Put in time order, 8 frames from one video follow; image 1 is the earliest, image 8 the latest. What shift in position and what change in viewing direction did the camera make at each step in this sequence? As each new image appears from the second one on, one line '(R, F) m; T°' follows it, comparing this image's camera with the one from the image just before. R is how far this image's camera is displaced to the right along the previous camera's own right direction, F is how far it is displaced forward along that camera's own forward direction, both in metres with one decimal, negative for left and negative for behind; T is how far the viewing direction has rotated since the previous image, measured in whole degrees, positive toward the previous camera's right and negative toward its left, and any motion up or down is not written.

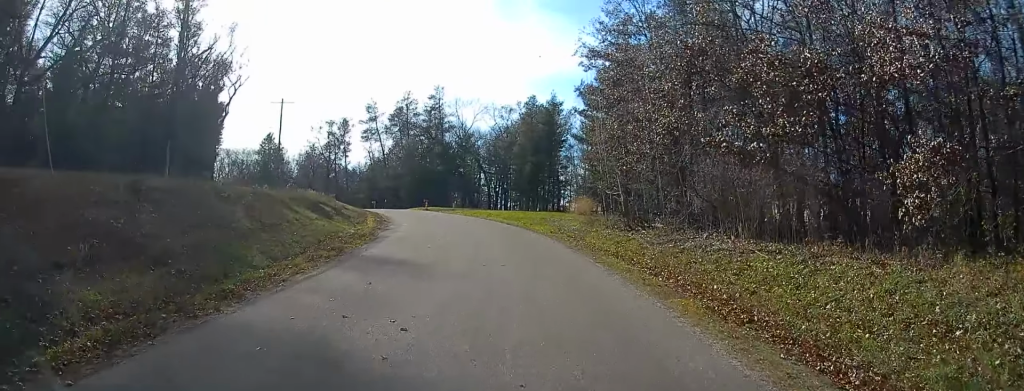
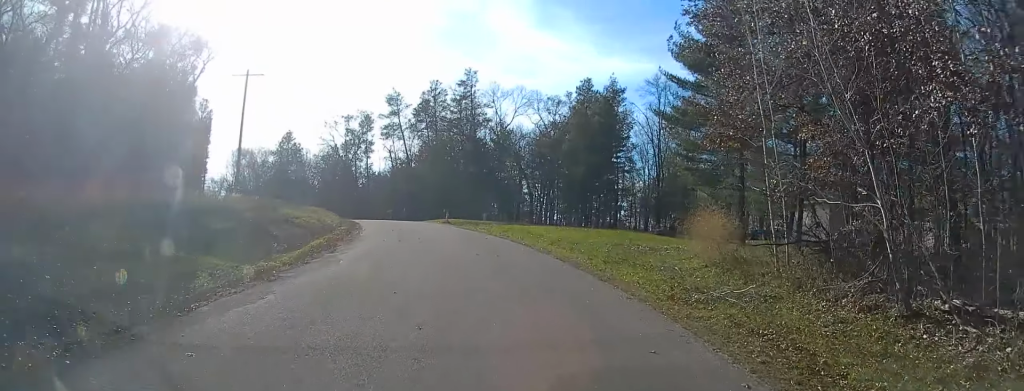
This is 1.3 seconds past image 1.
(-0.9, +17.9) m; -4°
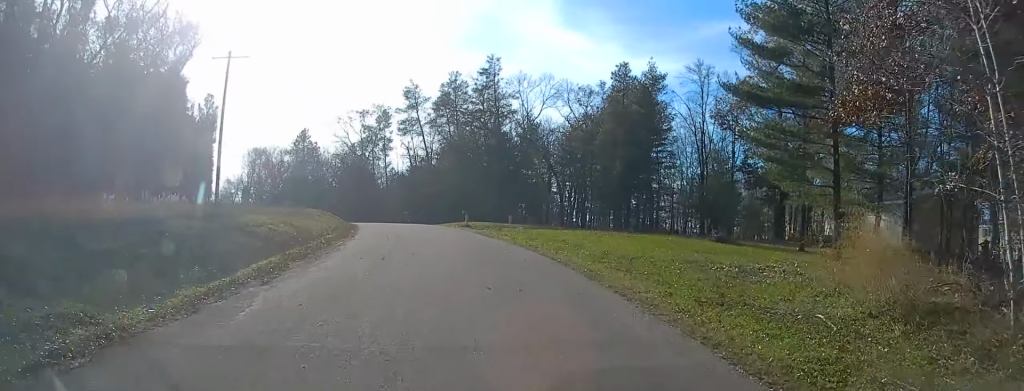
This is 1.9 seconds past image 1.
(+0.1, +7.0) m; -2°
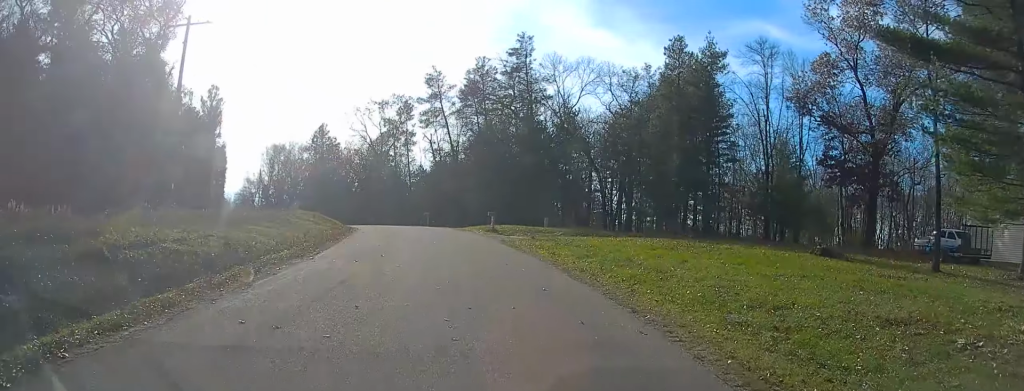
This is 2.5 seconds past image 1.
(-0.1, +8.7) m; -3°
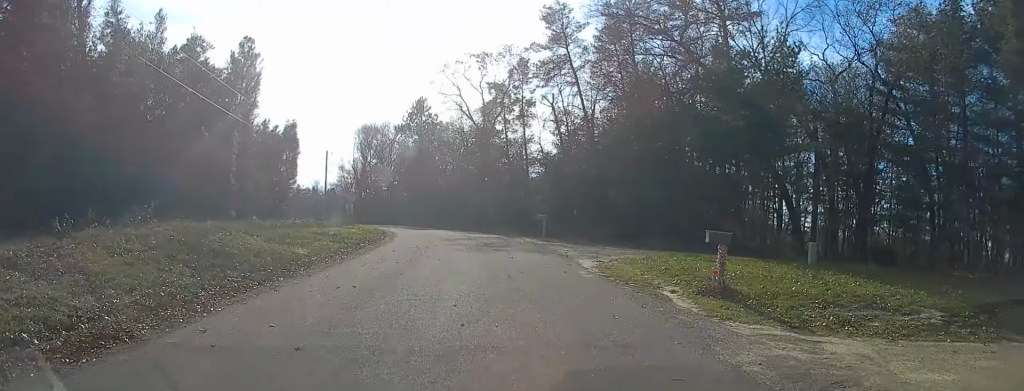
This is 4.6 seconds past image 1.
(-2.1, +27.6) m; -8°
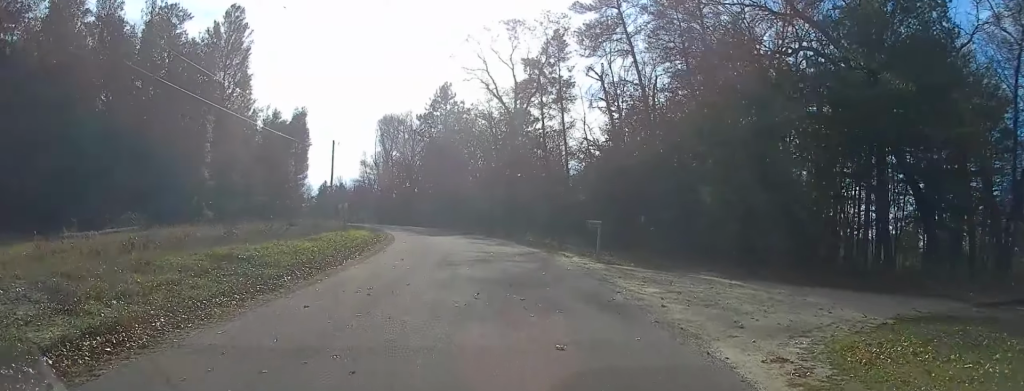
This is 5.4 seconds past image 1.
(-0.3, +11.8) m; -5°
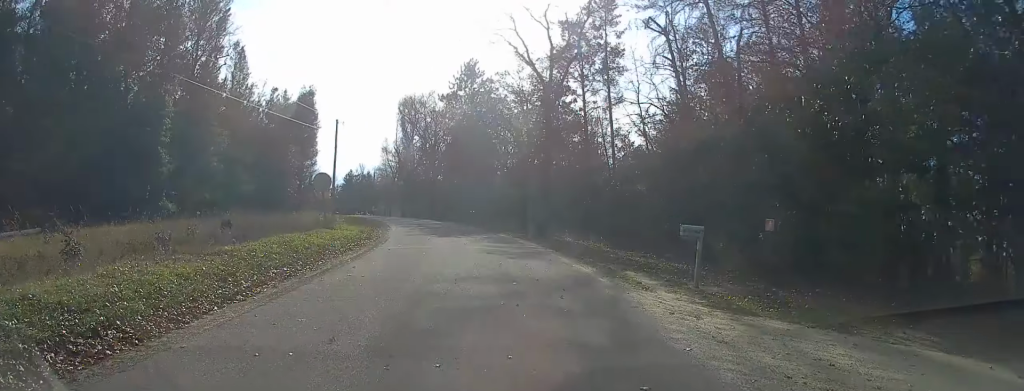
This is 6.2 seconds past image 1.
(-0.5, +10.3) m; -4°
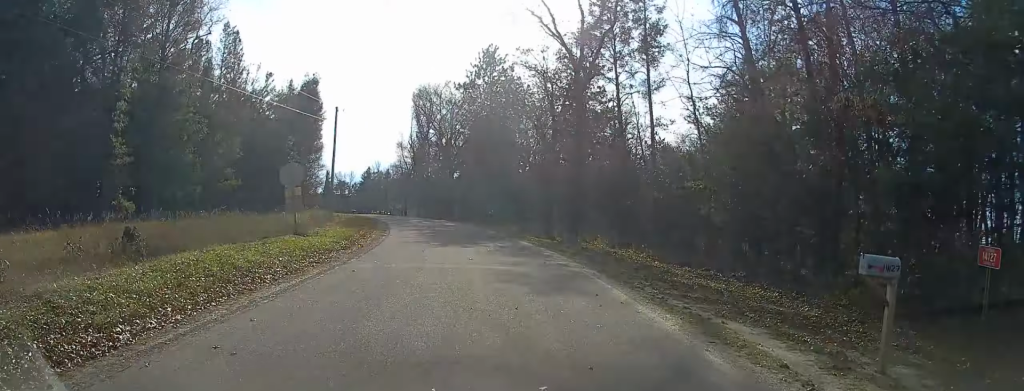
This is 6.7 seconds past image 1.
(-0.2, +7.1) m; -3°
